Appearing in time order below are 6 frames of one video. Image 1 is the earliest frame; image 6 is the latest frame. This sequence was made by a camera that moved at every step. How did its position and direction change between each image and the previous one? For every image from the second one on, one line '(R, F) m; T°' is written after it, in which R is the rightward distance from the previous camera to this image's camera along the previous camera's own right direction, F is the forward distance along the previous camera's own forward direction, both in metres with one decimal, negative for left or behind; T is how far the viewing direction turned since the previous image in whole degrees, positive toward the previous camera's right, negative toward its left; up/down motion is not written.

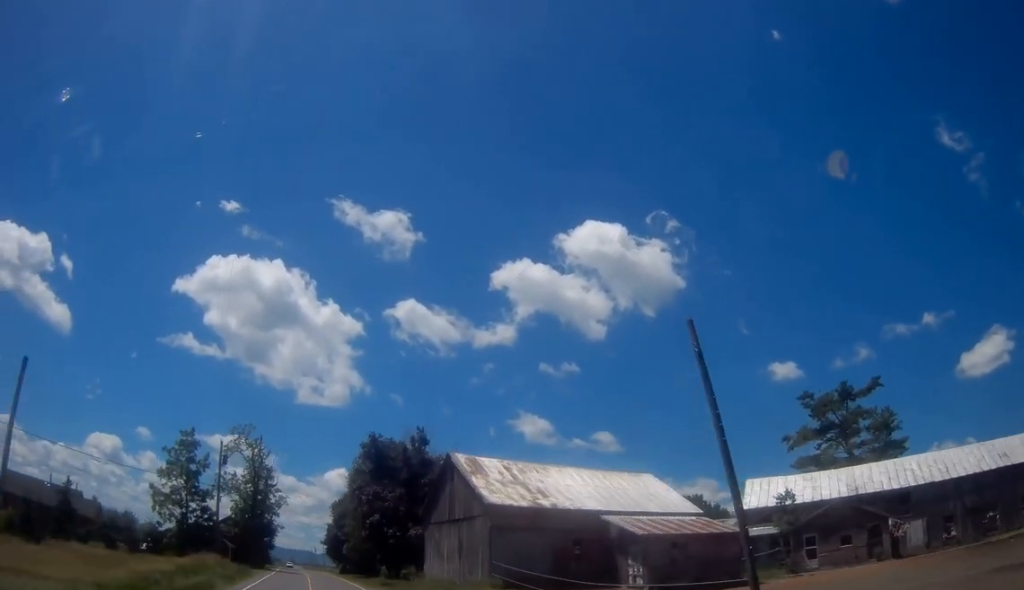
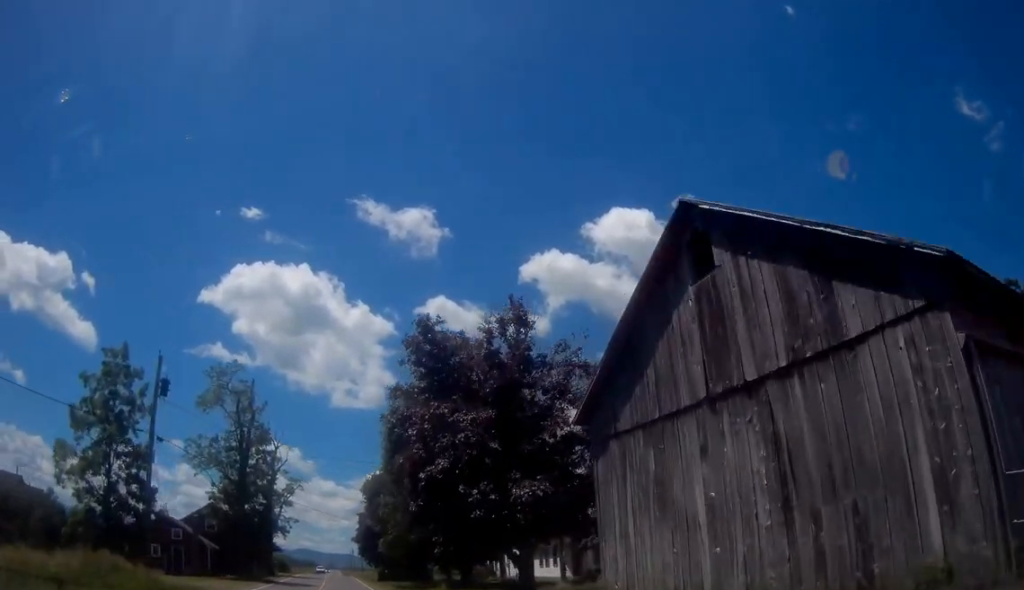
(-0.5, +23.7) m; -3°
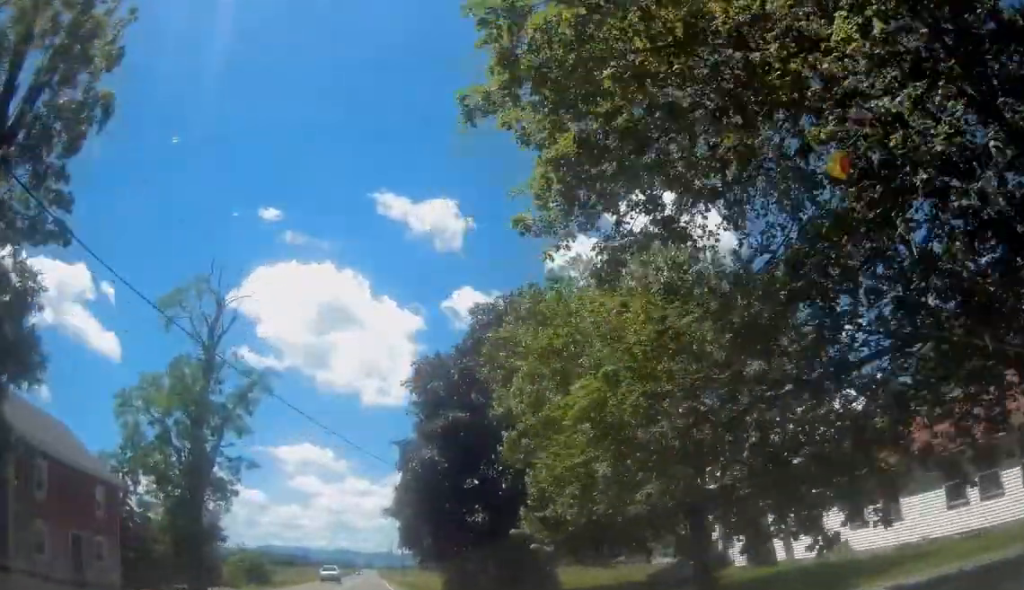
(-1.6, +37.7) m; -3°
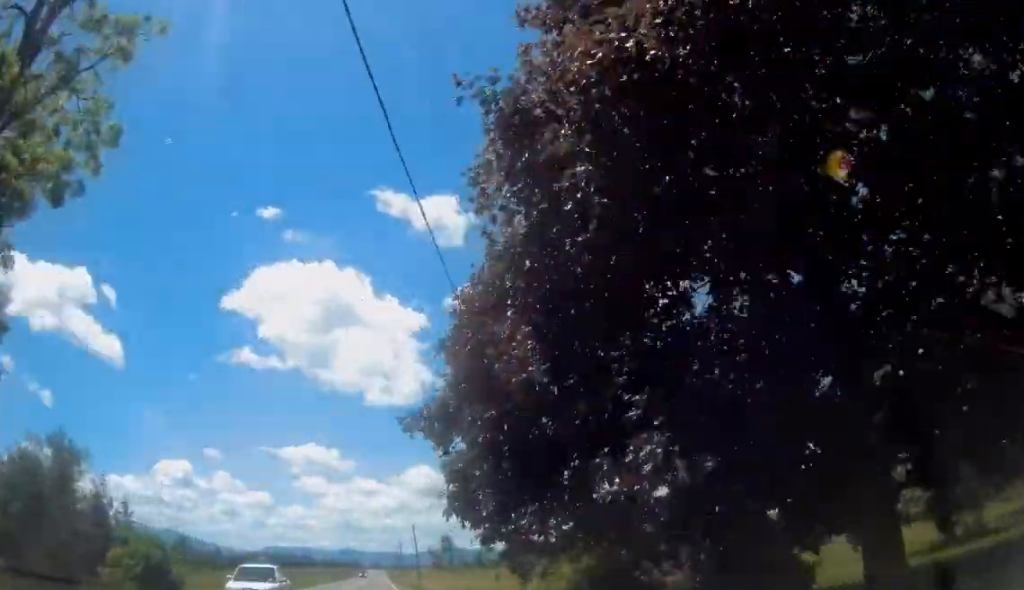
(0.0, +20.7) m; 0°
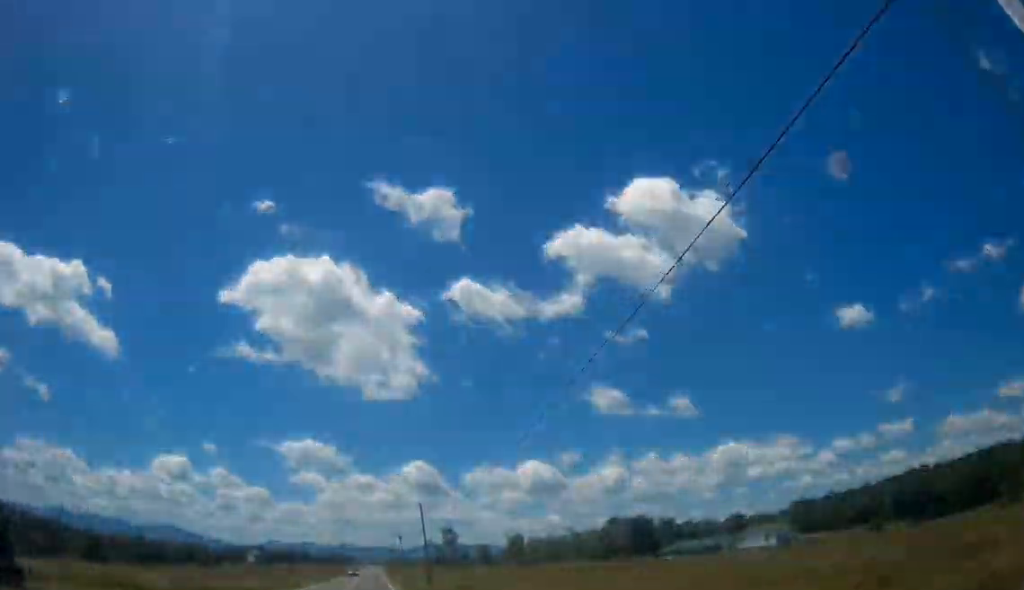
(-0.1, +21.9) m; -1°
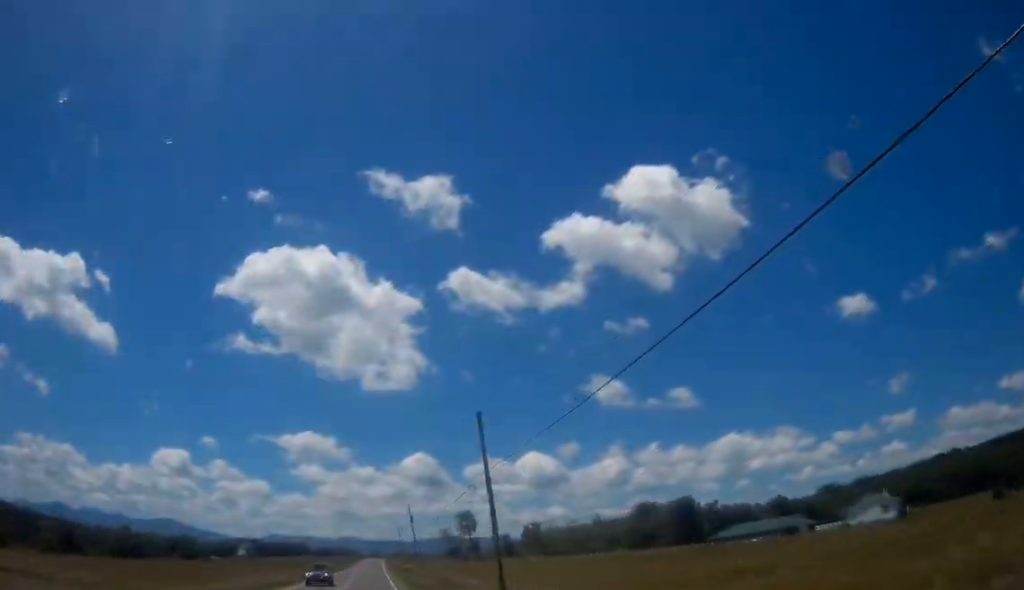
(-0.2, +35.3) m; 0°
